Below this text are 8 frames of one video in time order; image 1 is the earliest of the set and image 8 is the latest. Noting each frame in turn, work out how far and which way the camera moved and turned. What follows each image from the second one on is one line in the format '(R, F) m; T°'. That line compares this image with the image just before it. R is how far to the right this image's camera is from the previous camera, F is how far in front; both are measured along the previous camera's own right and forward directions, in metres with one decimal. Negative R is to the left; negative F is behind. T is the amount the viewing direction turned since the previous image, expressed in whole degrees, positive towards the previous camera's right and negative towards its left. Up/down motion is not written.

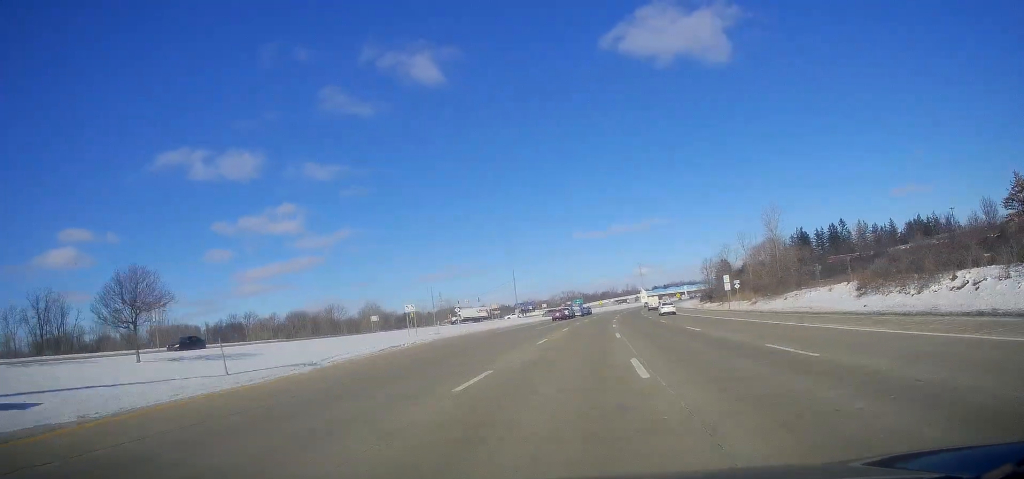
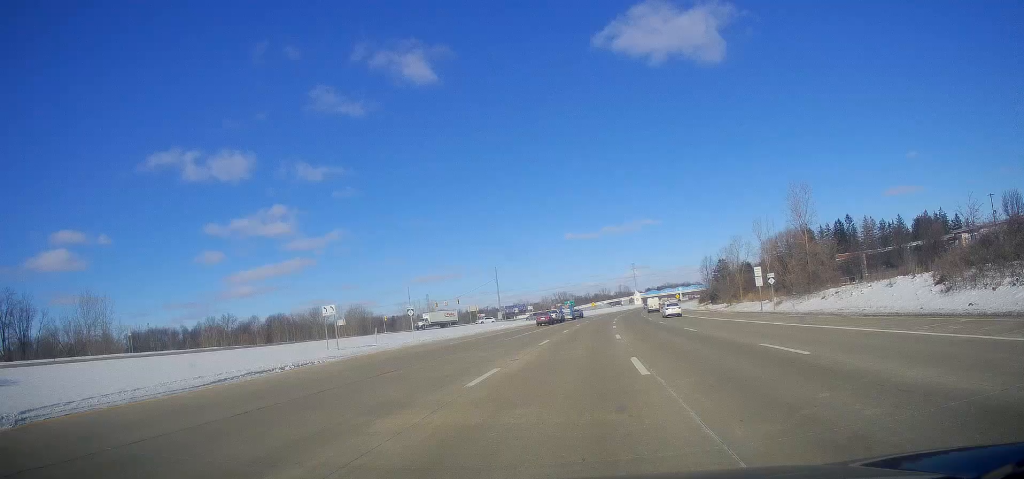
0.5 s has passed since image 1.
(+0.2, +14.5) m; +1°
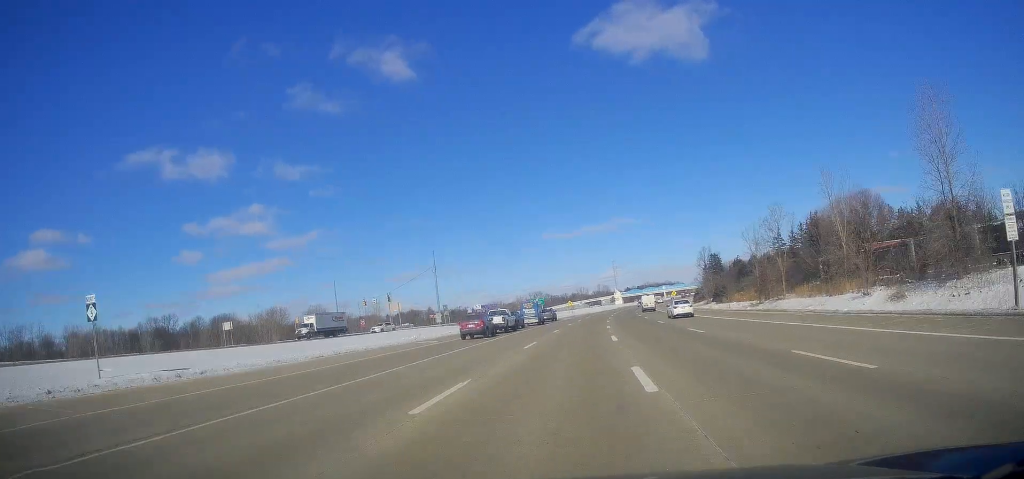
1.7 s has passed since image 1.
(+0.8, +33.8) m; +2°
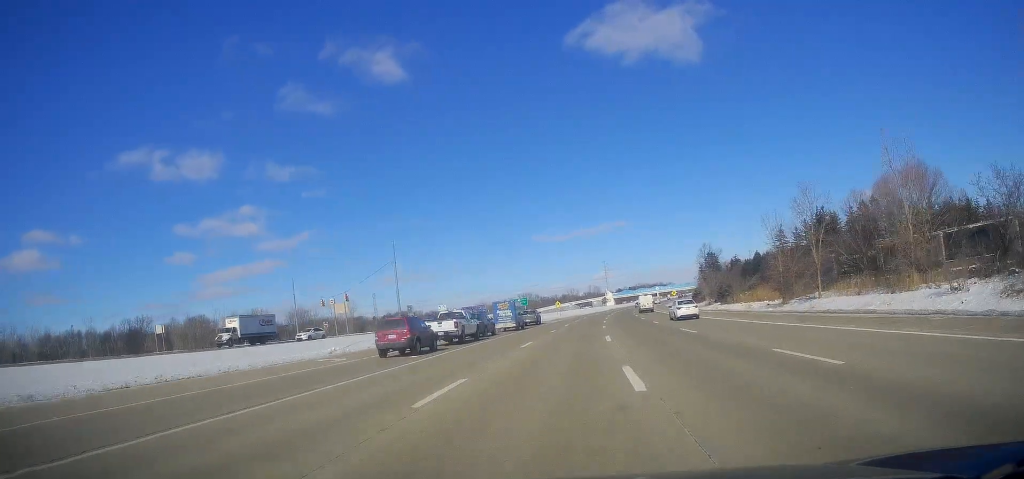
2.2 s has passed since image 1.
(0.0, +14.5) m; +1°
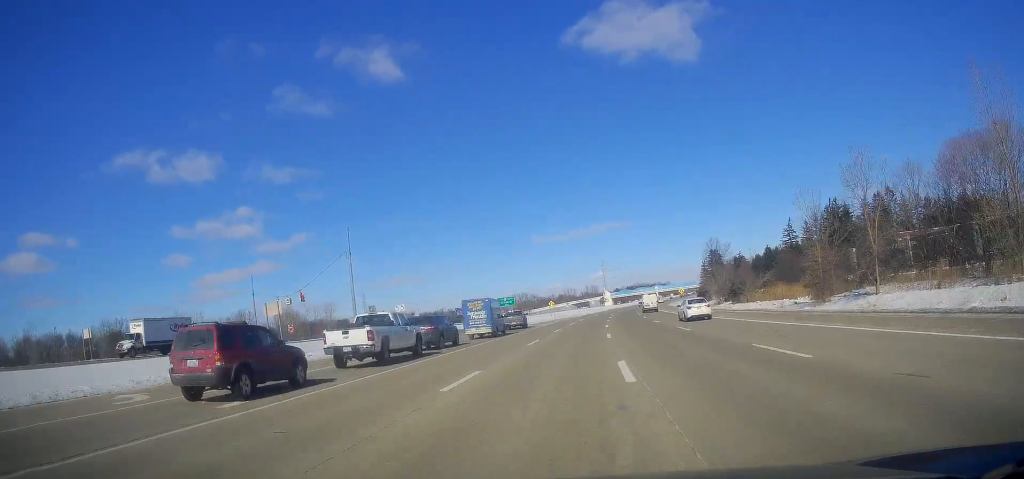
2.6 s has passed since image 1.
(+0.2, +13.5) m; +1°
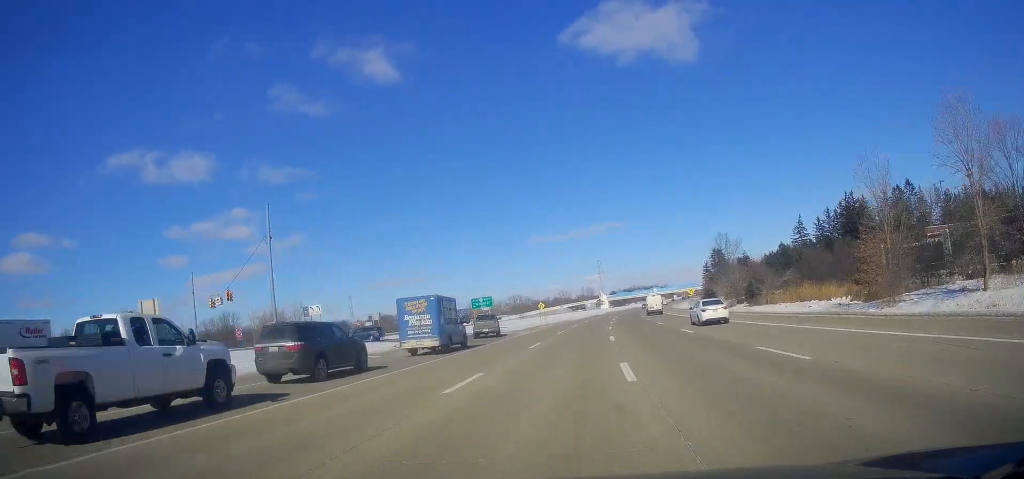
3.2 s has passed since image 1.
(0.0, +15.5) m; +1°
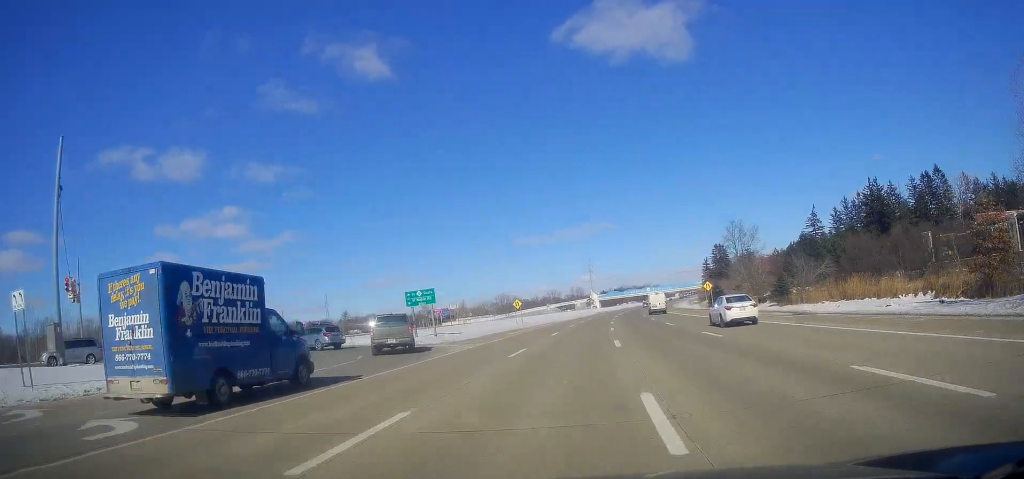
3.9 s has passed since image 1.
(+0.4, +21.4) m; 0°
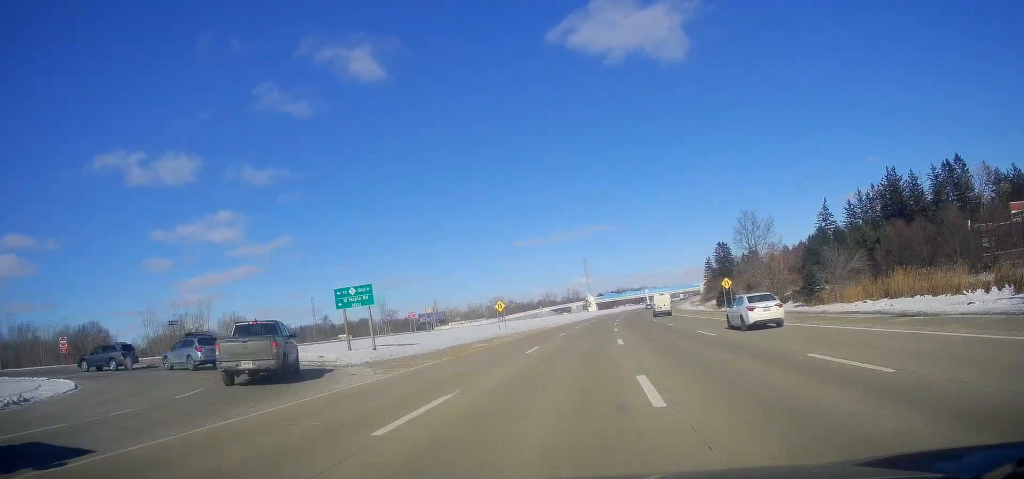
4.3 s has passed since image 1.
(0.0, +12.7) m; 0°
